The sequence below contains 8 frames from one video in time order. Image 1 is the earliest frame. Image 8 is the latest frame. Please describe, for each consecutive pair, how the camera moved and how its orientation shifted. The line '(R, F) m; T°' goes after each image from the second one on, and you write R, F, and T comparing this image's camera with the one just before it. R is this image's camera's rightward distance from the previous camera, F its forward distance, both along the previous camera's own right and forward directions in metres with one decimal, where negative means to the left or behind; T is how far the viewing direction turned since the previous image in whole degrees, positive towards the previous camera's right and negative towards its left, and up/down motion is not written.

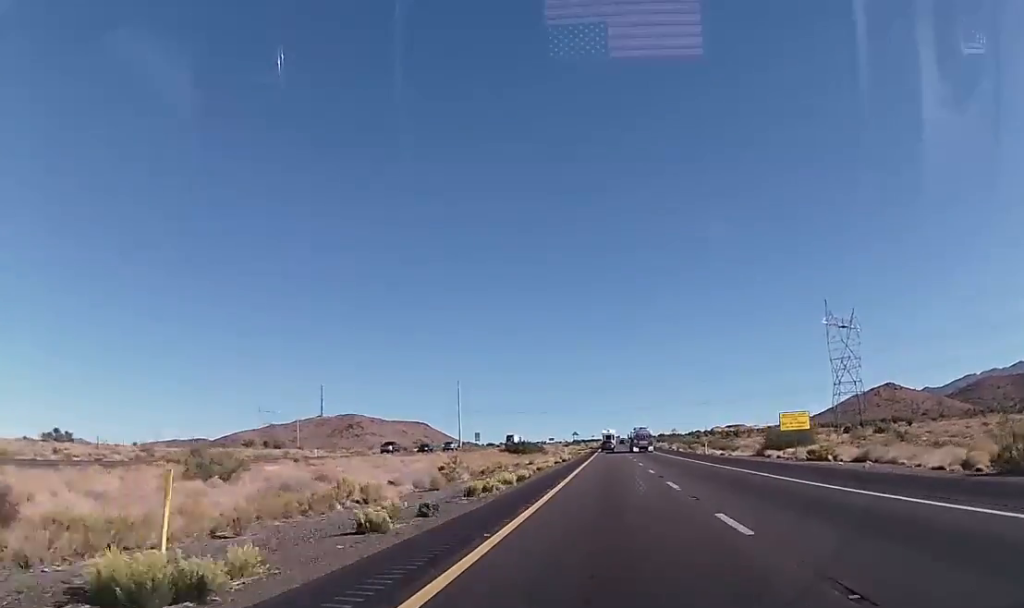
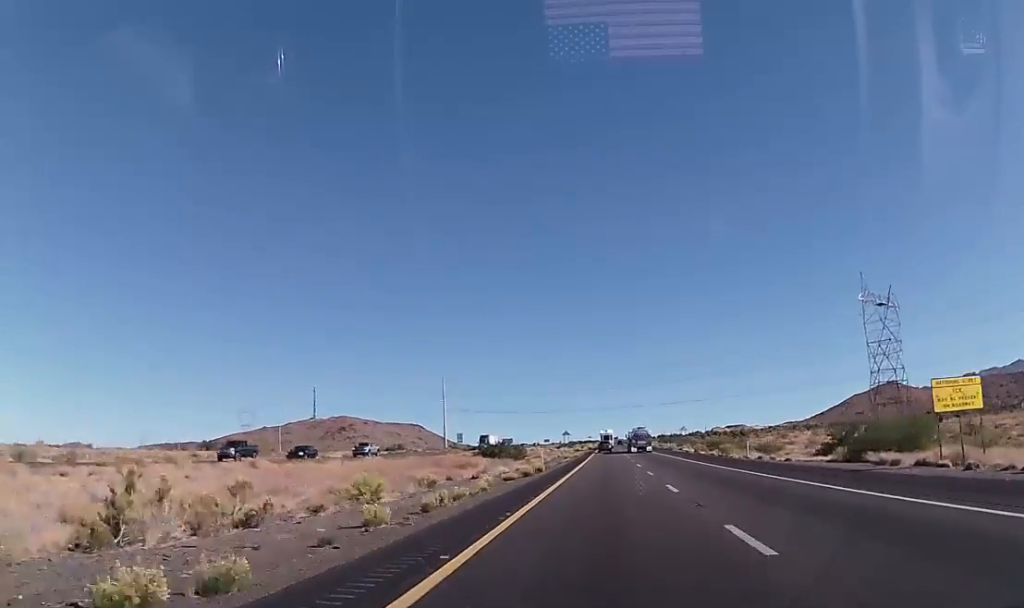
(+0.2, +26.4) m; 0°
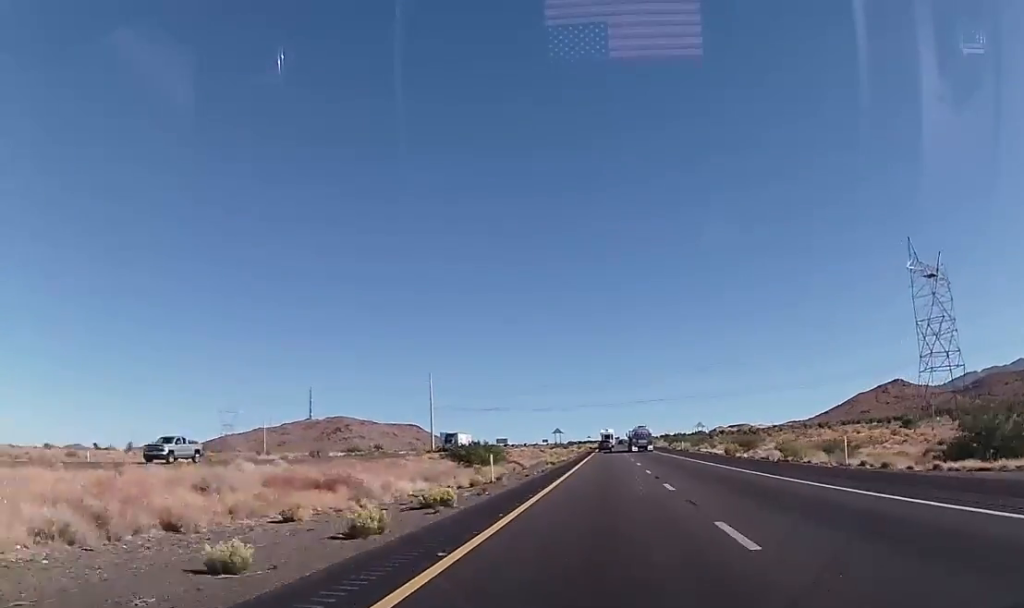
(0.0, +23.9) m; 0°
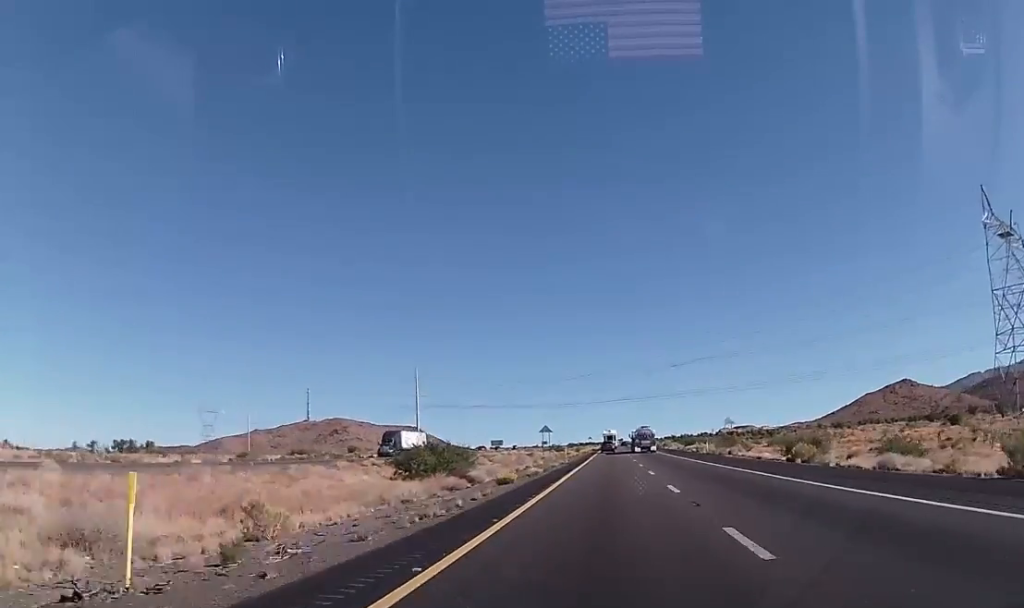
(-0.1, +25.0) m; 0°
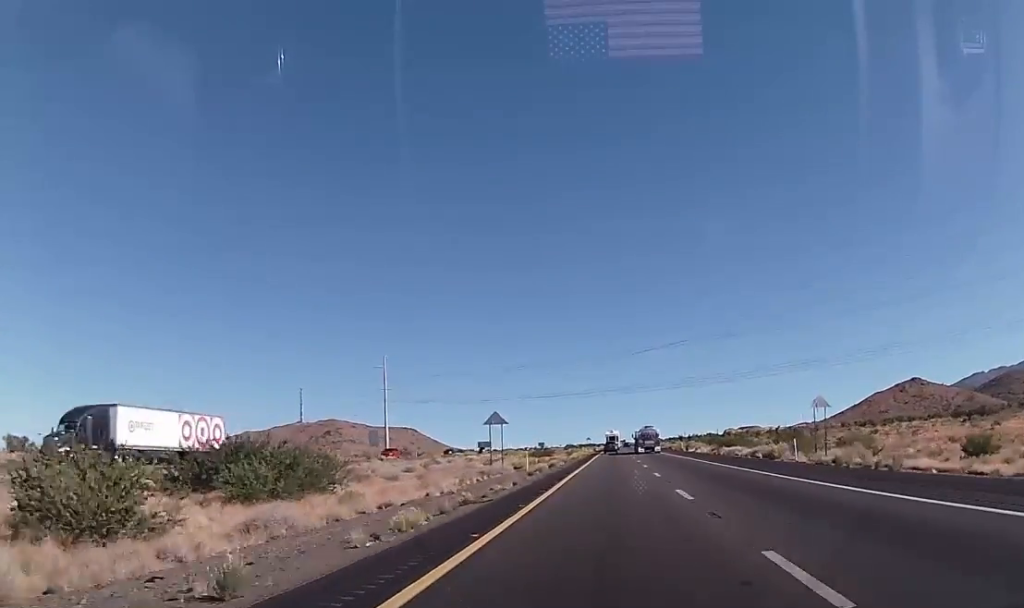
(-0.1, +38.9) m; 0°
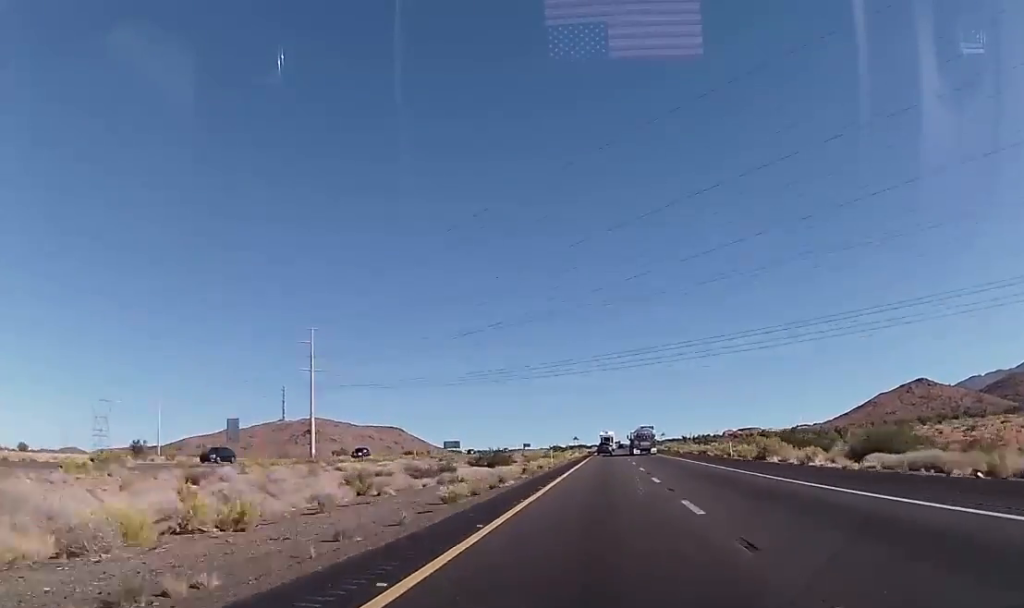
(+0.2, +52.6) m; 0°
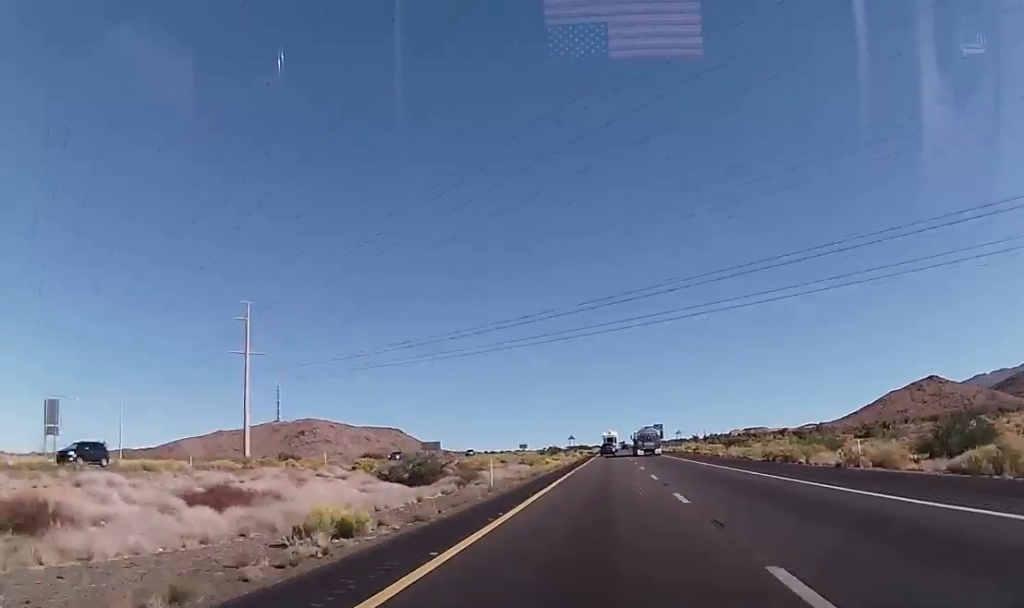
(0.0, +33.8) m; 0°
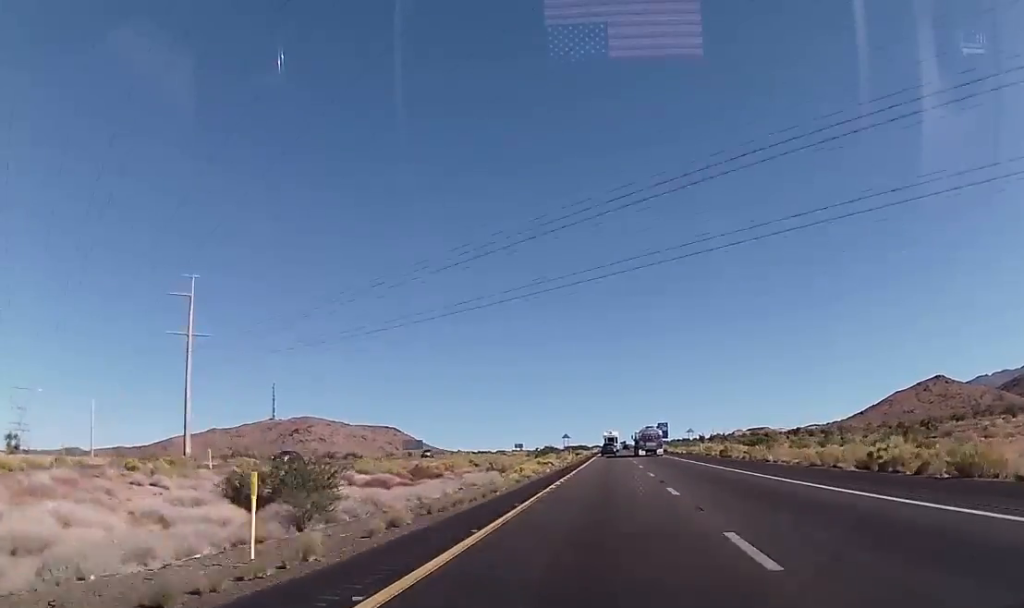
(-0.1, +21.1) m; 0°
